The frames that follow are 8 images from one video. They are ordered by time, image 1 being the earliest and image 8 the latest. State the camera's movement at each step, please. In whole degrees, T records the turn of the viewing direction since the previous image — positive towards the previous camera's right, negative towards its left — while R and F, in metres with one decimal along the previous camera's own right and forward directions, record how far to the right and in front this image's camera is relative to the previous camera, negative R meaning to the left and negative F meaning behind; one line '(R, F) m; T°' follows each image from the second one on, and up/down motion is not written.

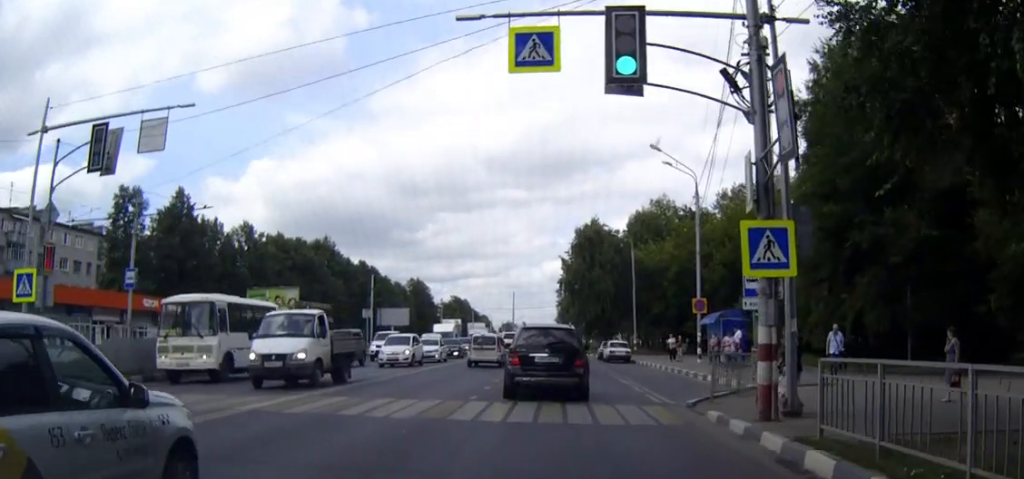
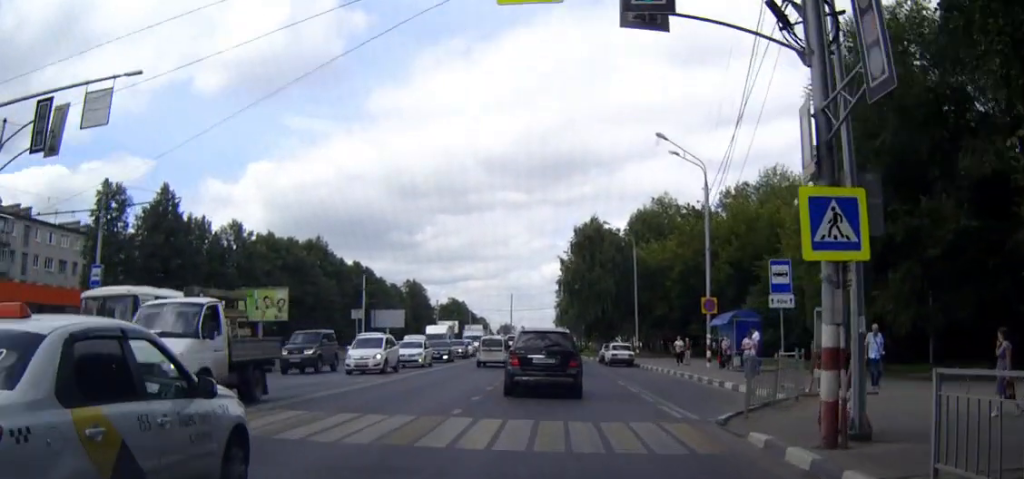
(0.0, +3.3) m; 0°
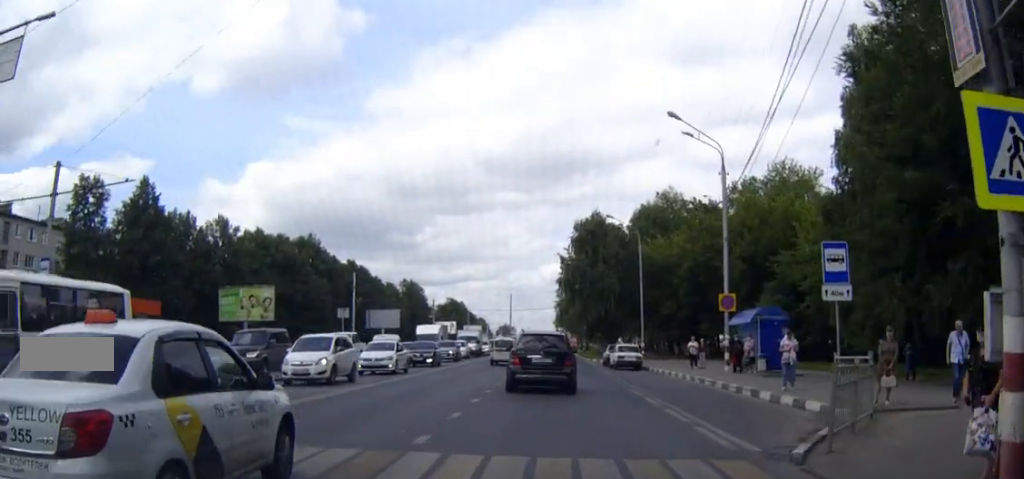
(0.0, +4.2) m; 0°
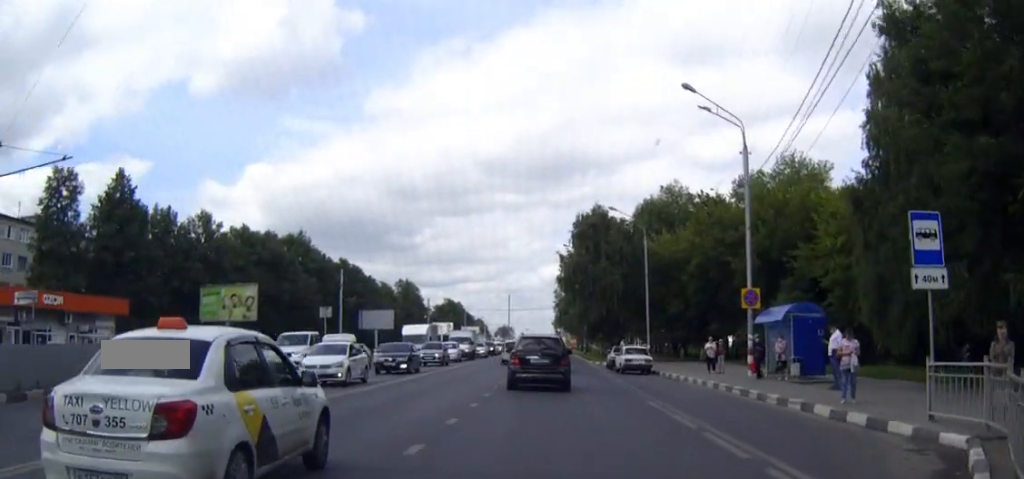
(0.0, +4.3) m; 0°
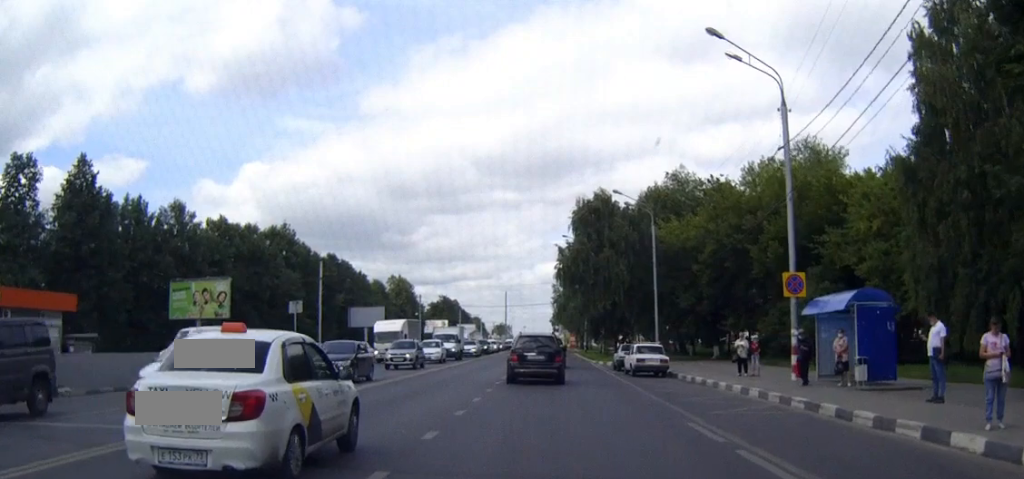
(0.0, +6.1) m; 0°
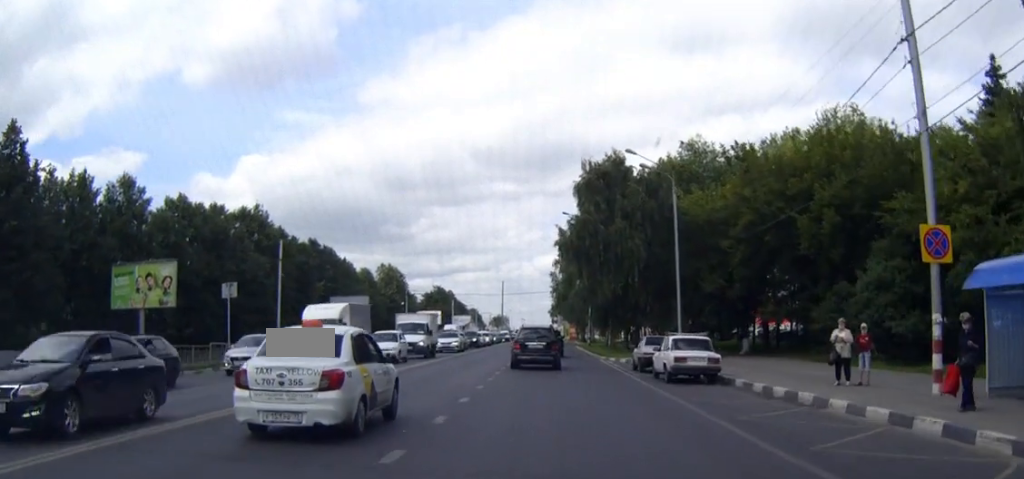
(0.0, +10.7) m; -1°
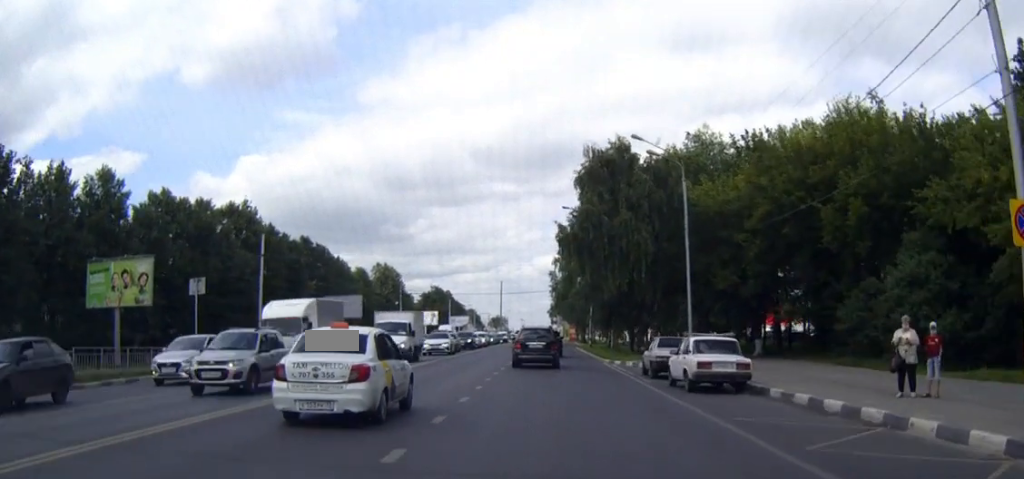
(0.0, +4.1) m; 0°
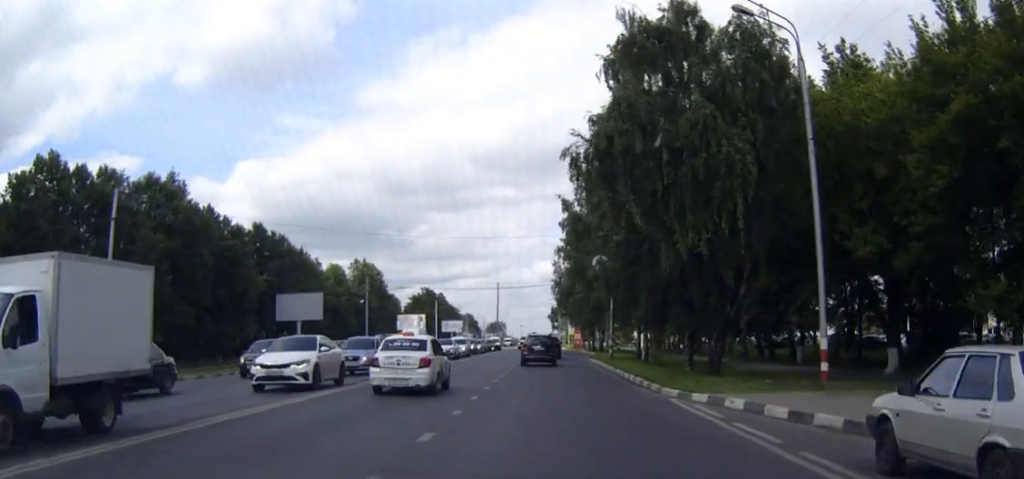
(0.0, +22.2) m; 0°
